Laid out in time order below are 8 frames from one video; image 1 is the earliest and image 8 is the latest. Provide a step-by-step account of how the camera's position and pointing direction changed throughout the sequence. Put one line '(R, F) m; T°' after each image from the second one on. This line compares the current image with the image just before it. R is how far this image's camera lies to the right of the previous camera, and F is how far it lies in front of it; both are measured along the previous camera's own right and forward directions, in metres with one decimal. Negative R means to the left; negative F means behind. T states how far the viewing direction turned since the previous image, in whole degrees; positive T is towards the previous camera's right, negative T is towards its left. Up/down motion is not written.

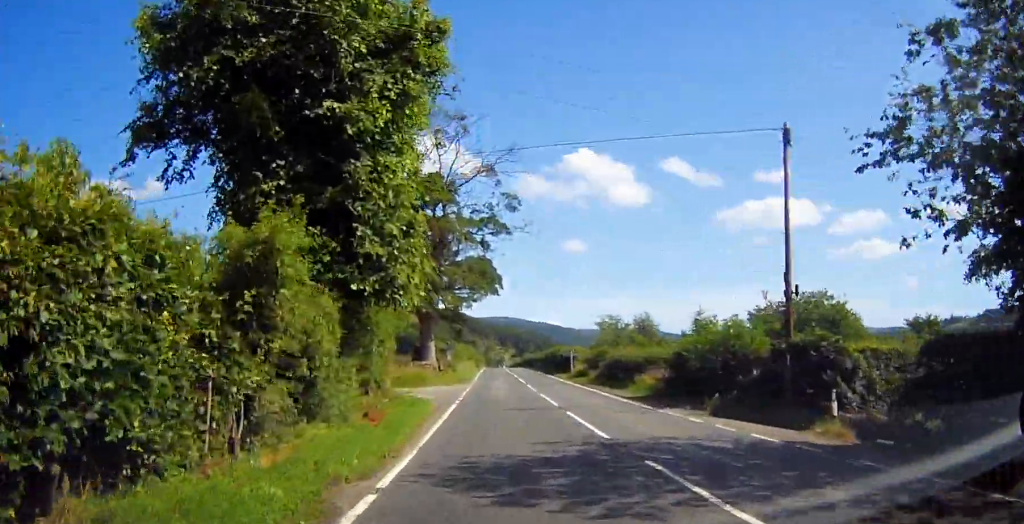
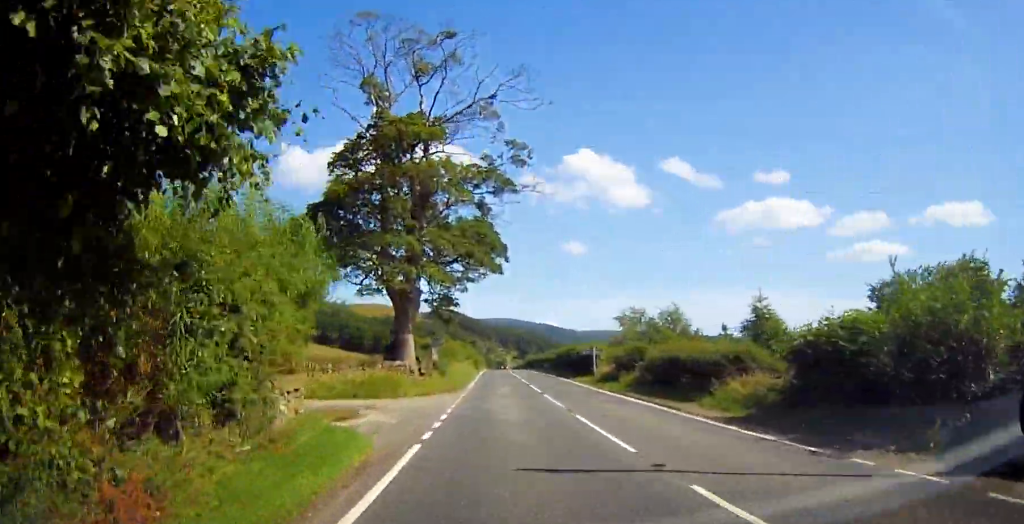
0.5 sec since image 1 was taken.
(+0.3, +11.1) m; 0°
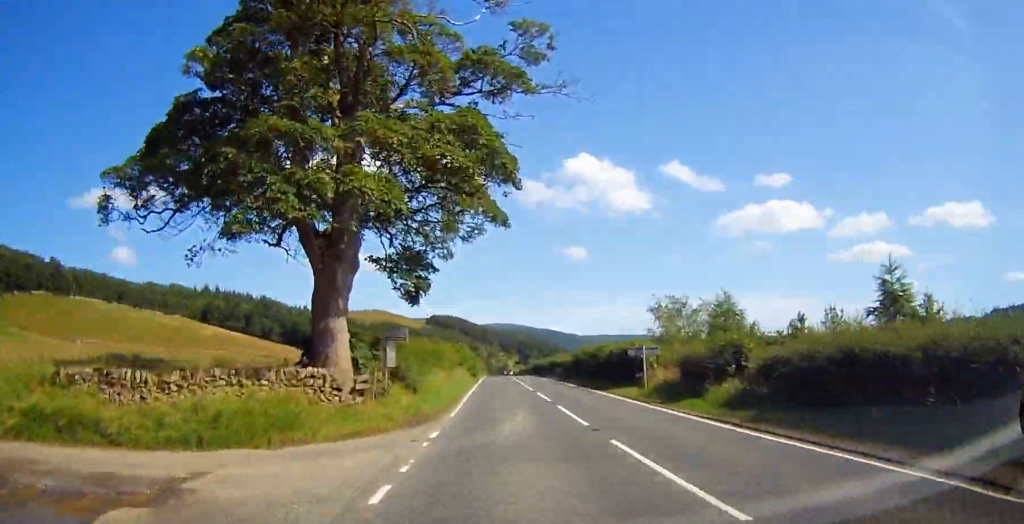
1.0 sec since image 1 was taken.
(-0.3, +13.4) m; 0°
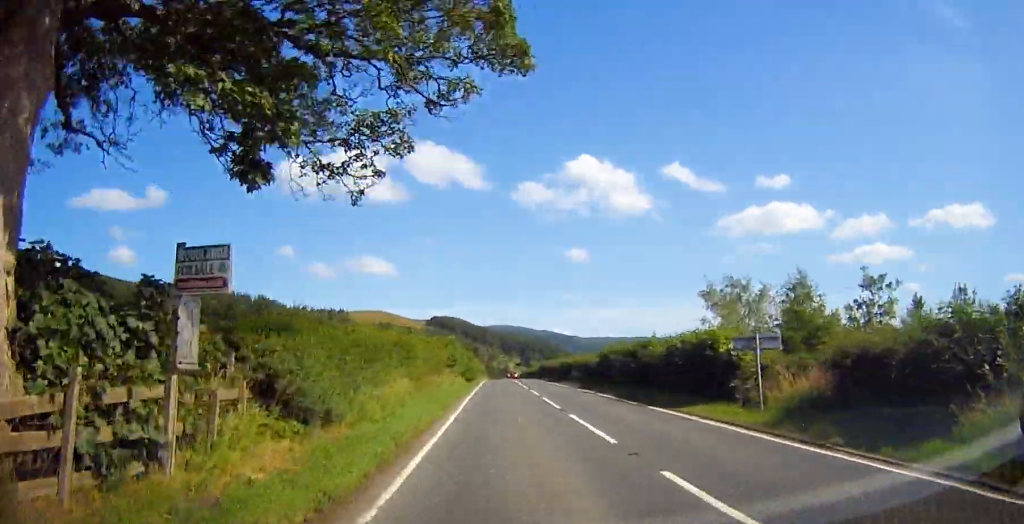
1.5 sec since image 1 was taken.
(-0.4, +12.2) m; 0°
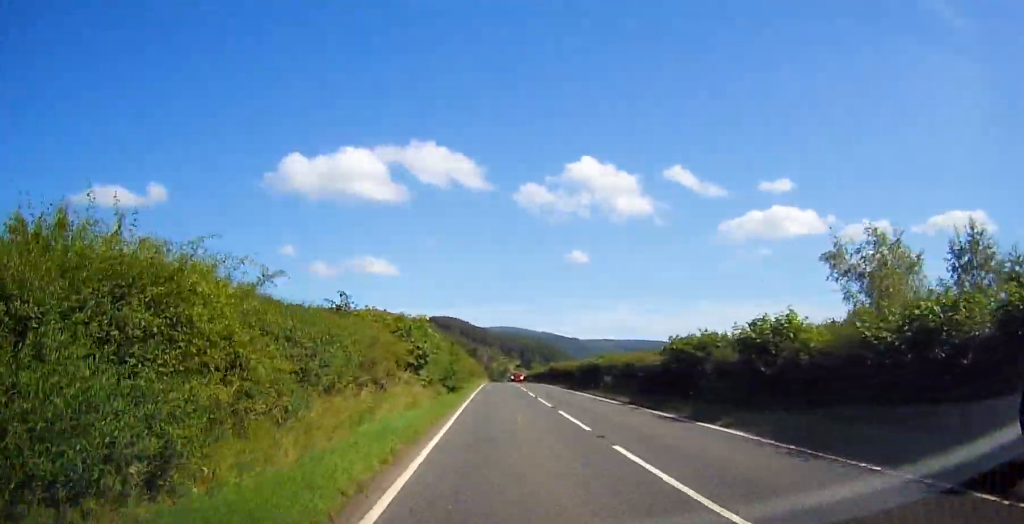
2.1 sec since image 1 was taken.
(+0.5, +15.2) m; +1°
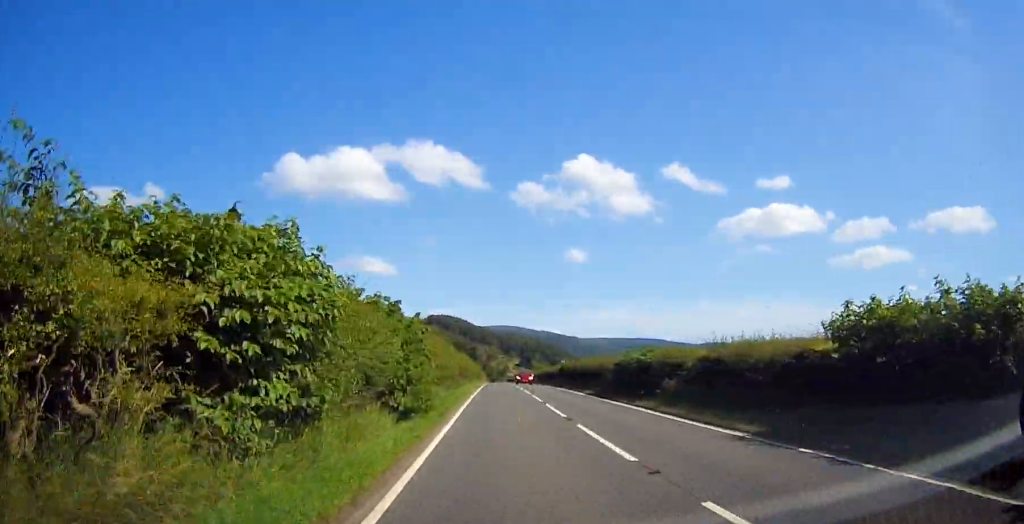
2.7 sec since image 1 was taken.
(+0.2, +13.6) m; 0°
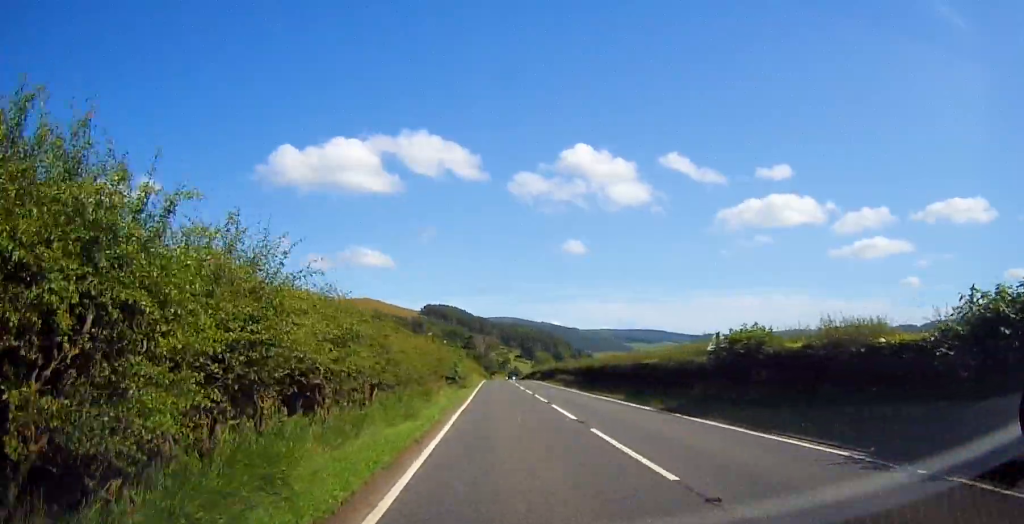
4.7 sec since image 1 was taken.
(-1.1, +47.4) m; -1°
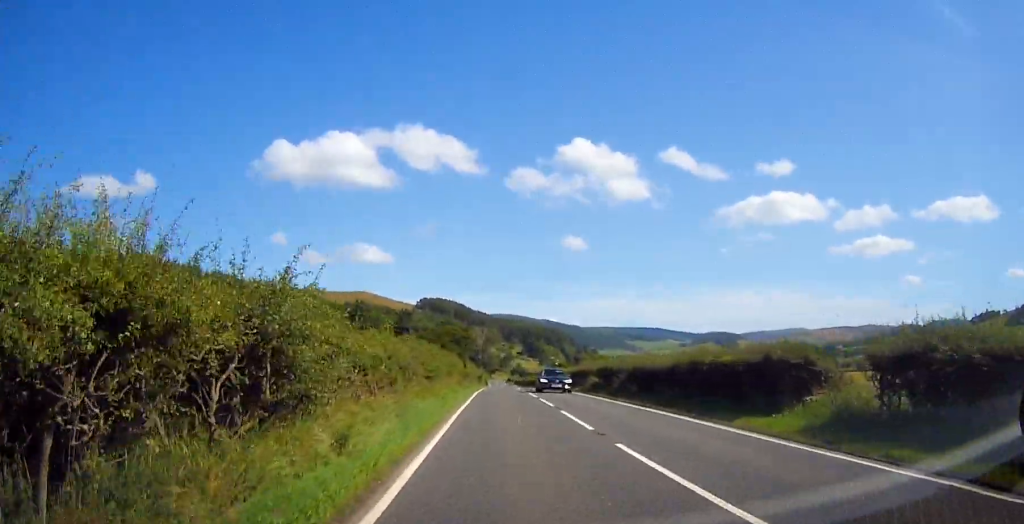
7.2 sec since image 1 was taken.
(+1.2, +56.8) m; +1°
